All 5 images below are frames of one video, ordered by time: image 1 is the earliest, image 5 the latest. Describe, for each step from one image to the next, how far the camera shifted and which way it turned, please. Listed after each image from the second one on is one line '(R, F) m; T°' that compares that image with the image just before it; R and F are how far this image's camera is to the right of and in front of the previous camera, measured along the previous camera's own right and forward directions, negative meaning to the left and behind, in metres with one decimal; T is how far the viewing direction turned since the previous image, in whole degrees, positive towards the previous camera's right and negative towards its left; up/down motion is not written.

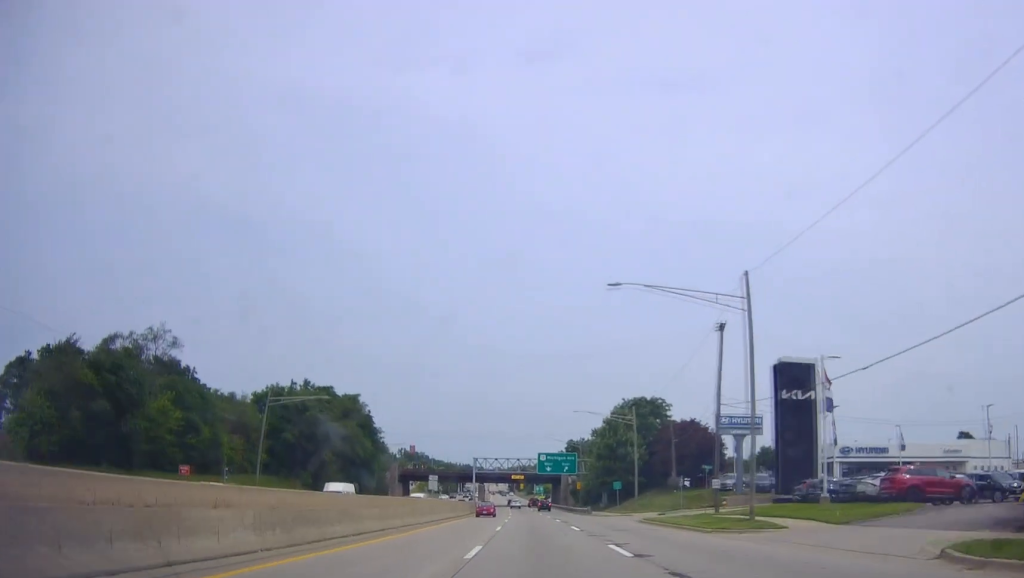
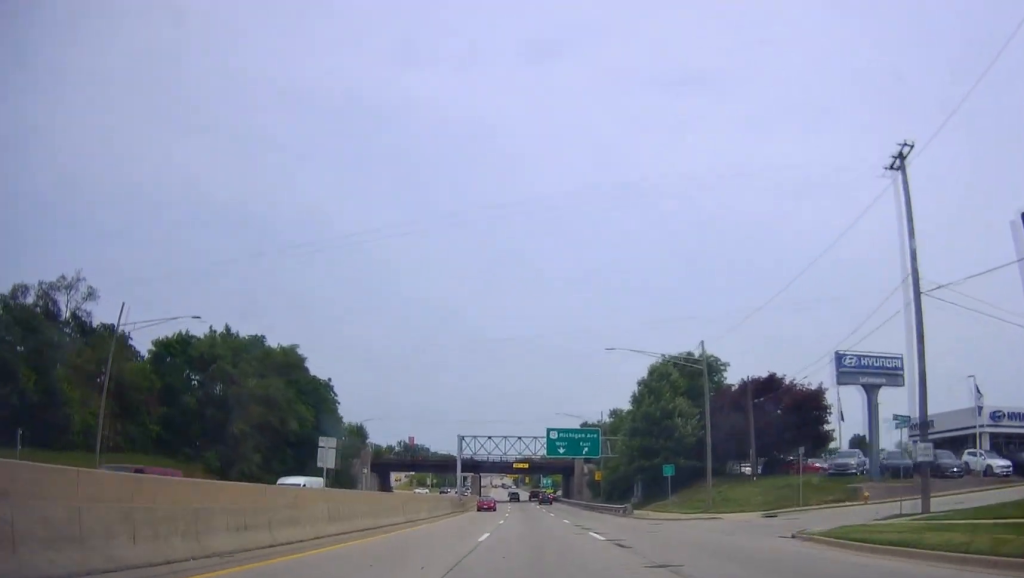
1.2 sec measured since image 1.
(-0.6, +25.3) m; -1°
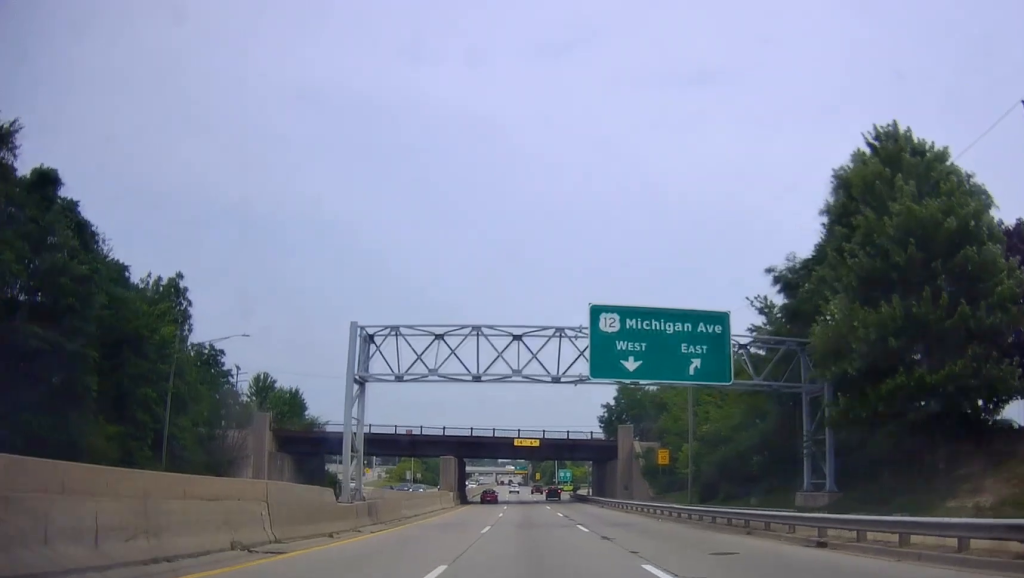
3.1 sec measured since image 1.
(-0.2, +42.6) m; -1°
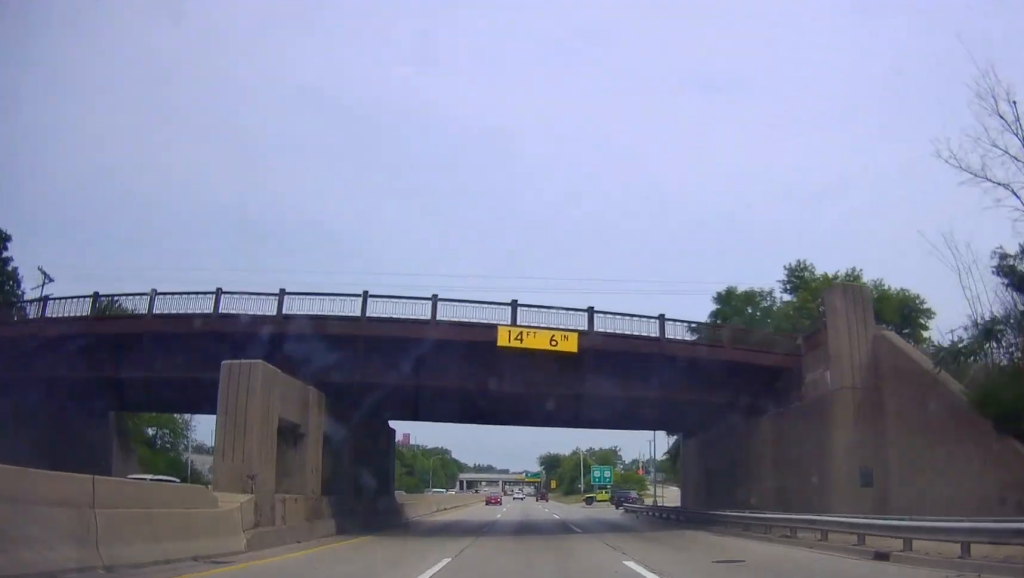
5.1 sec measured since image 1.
(+0.5, +43.8) m; -1°
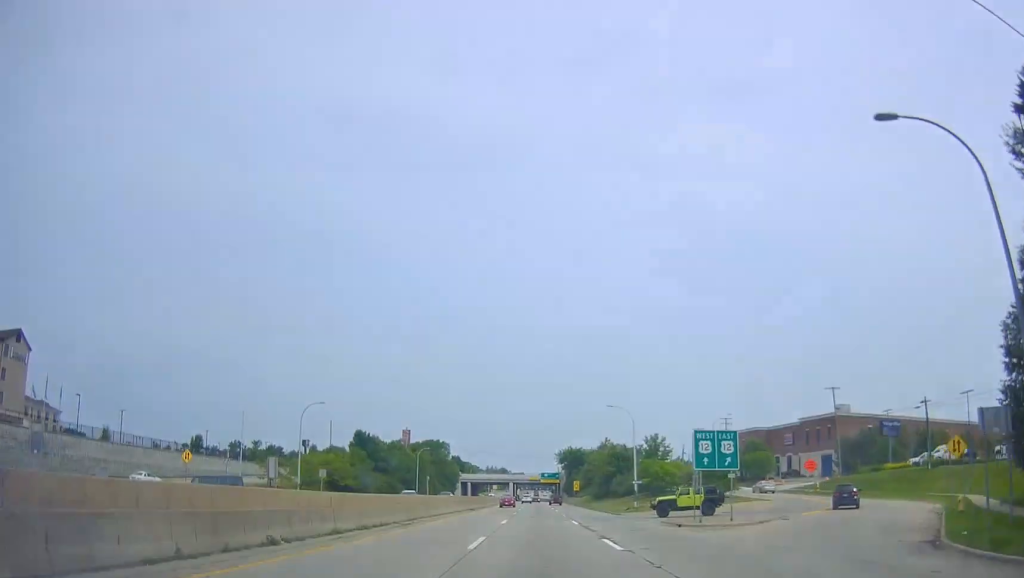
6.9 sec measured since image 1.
(-1.5, +38.7) m; -1°
